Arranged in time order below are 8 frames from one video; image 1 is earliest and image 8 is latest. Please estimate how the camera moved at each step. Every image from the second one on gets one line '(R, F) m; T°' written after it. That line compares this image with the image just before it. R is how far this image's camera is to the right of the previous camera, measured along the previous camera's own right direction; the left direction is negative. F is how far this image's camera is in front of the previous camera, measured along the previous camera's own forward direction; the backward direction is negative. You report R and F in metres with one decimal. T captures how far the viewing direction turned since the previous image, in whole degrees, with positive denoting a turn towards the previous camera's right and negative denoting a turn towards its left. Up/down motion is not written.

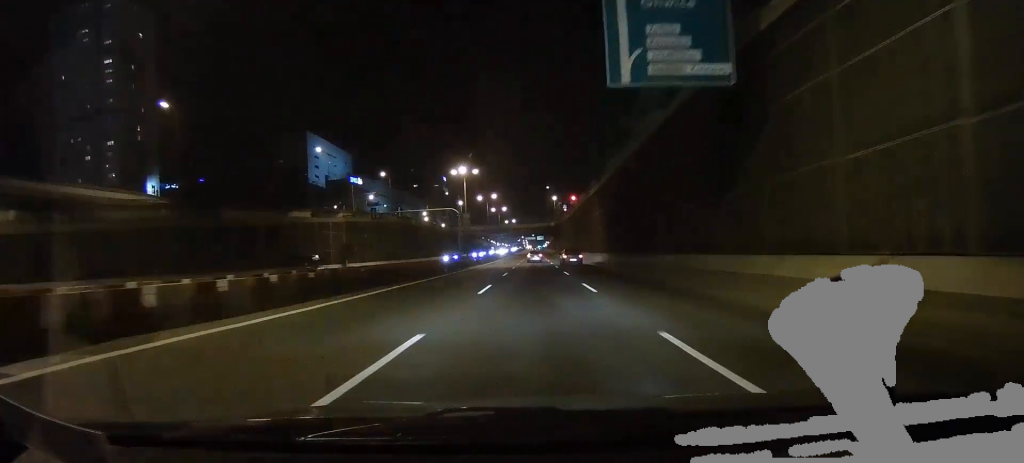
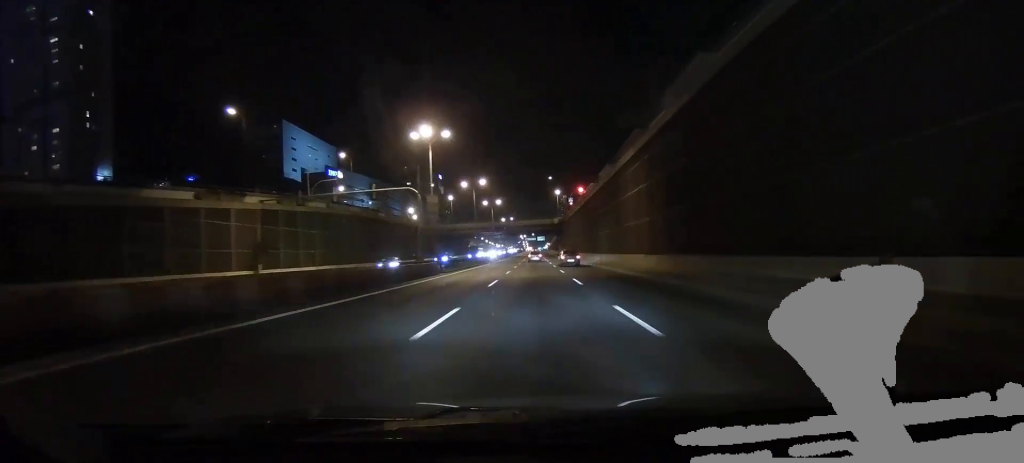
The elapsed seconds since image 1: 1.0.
(-1.2, +19.6) m; -1°
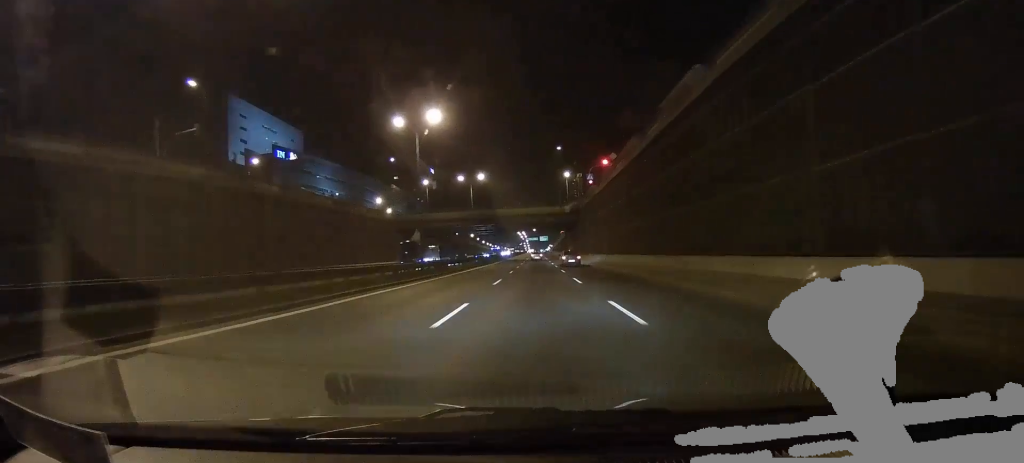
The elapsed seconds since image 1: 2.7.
(-0.7, +34.1) m; -2°
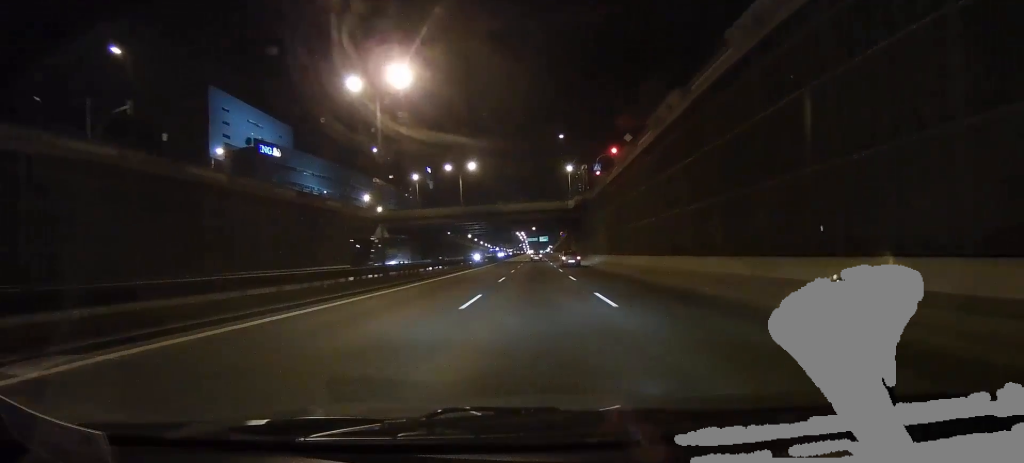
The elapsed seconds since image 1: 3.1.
(+0.3, +8.9) m; 0°
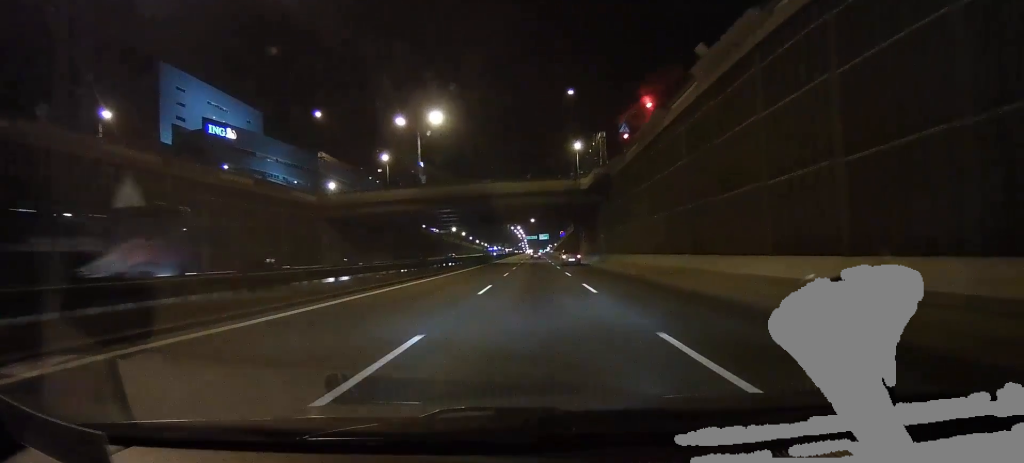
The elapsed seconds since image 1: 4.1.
(+0.5, +19.9) m; -1°
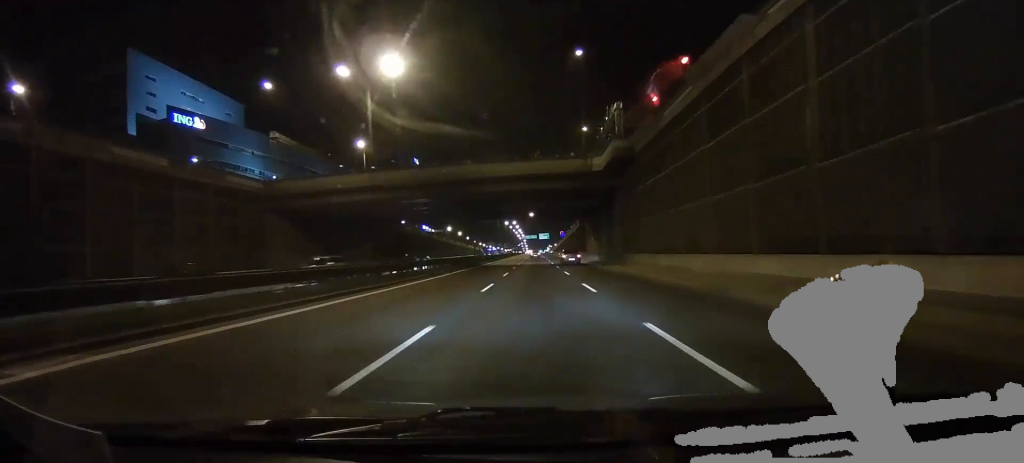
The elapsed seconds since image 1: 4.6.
(-0.5, +10.9) m; -2°
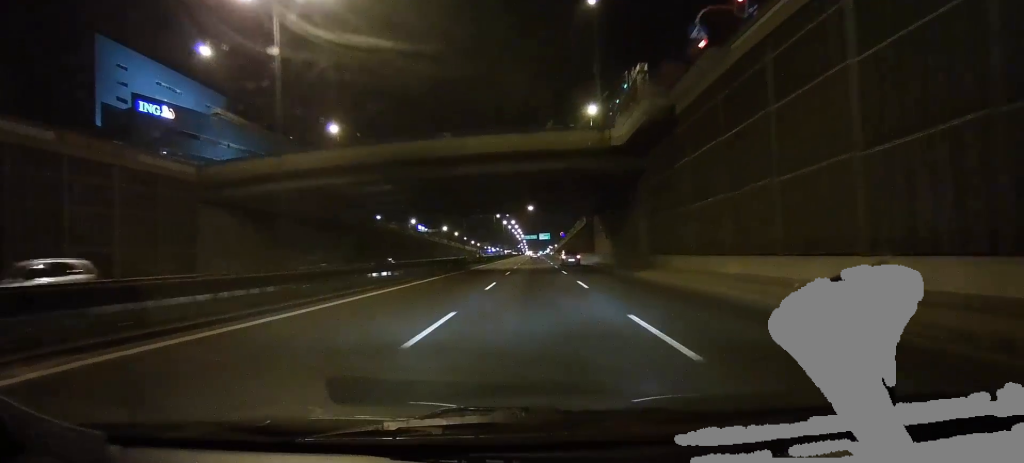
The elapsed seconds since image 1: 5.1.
(-0.1, +9.5) m; 0°
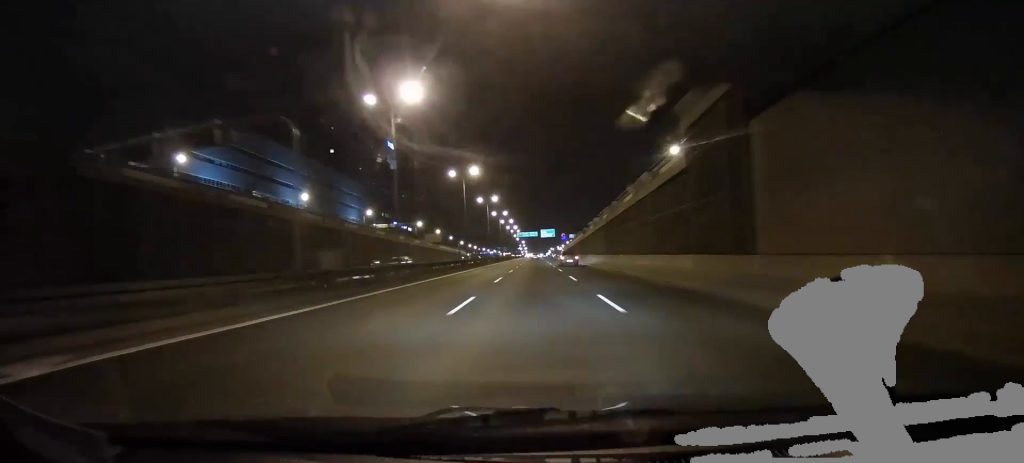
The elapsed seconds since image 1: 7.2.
(0.0, +42.6) m; 0°
